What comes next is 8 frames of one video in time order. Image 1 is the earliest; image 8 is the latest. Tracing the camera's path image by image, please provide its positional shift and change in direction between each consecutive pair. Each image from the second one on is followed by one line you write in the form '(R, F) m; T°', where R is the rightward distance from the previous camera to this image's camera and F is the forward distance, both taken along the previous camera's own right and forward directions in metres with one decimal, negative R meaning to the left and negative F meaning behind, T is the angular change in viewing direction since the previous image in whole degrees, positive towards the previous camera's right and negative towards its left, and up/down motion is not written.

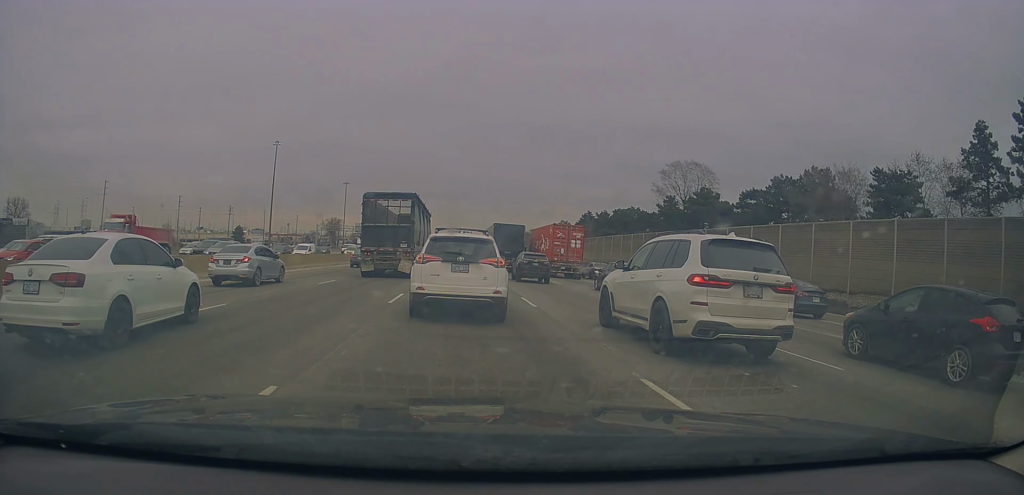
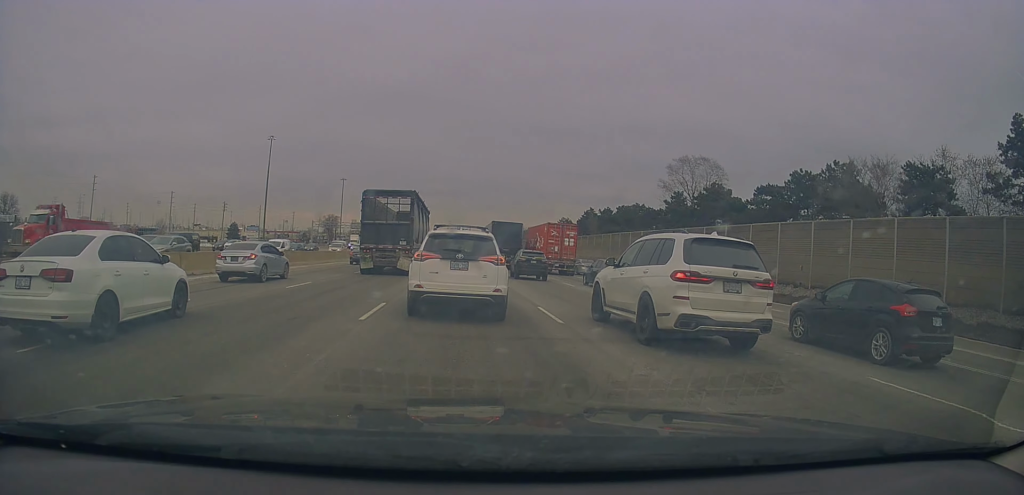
(+0.1, +3.6) m; 0°
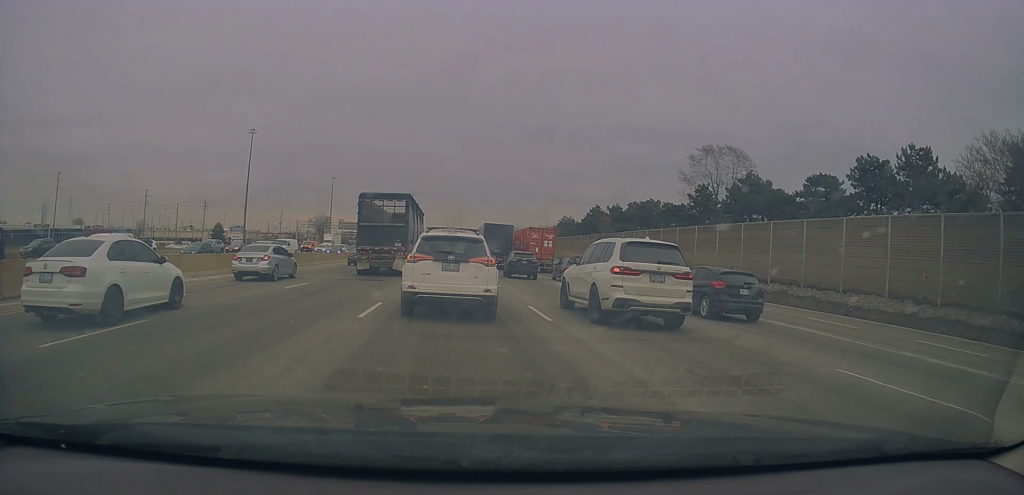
(-0.1, +11.4) m; 0°
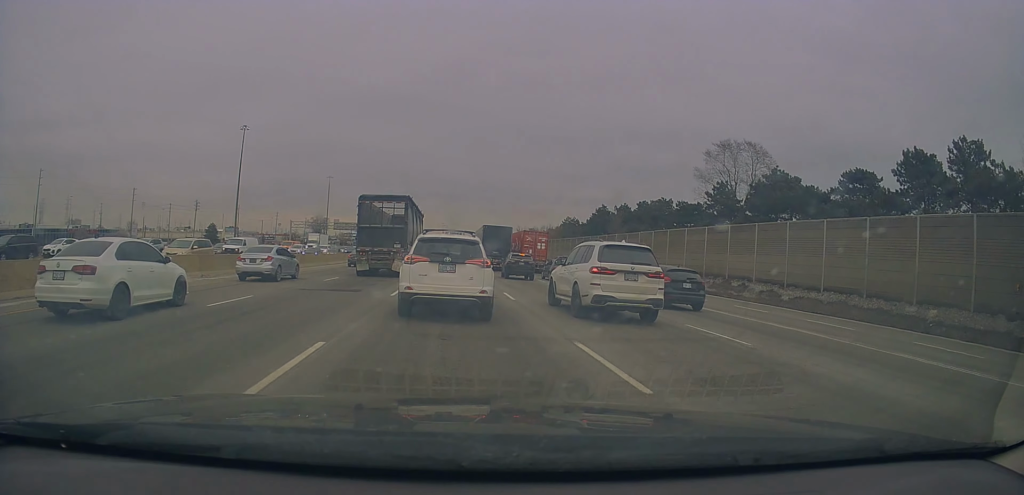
(+0.2, +6.3) m; 0°
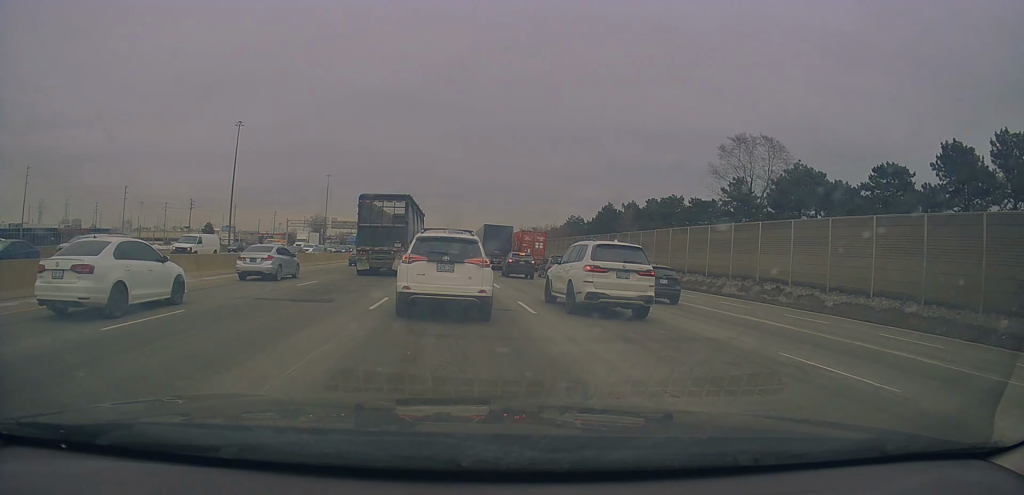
(0.0, +4.2) m; 0°
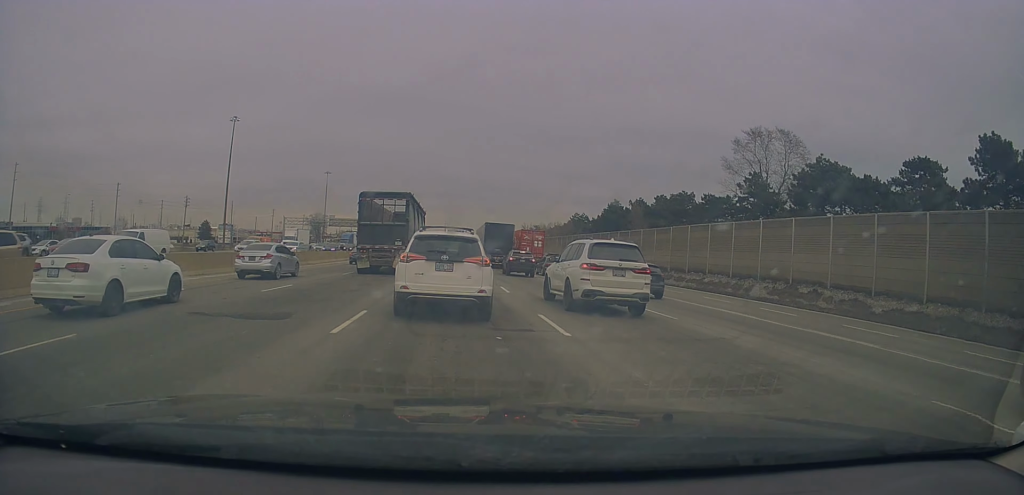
(-0.1, +3.7) m; 0°
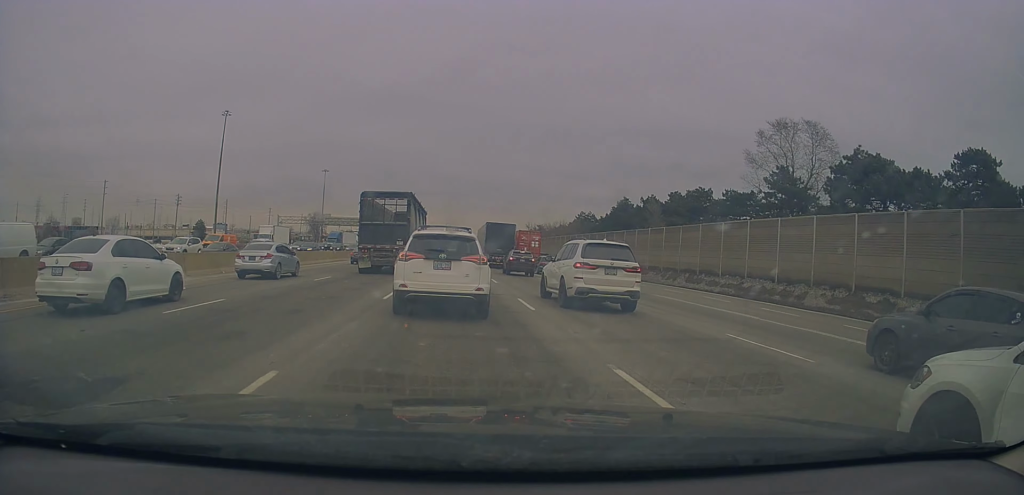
(0.0, +6.4) m; 0°
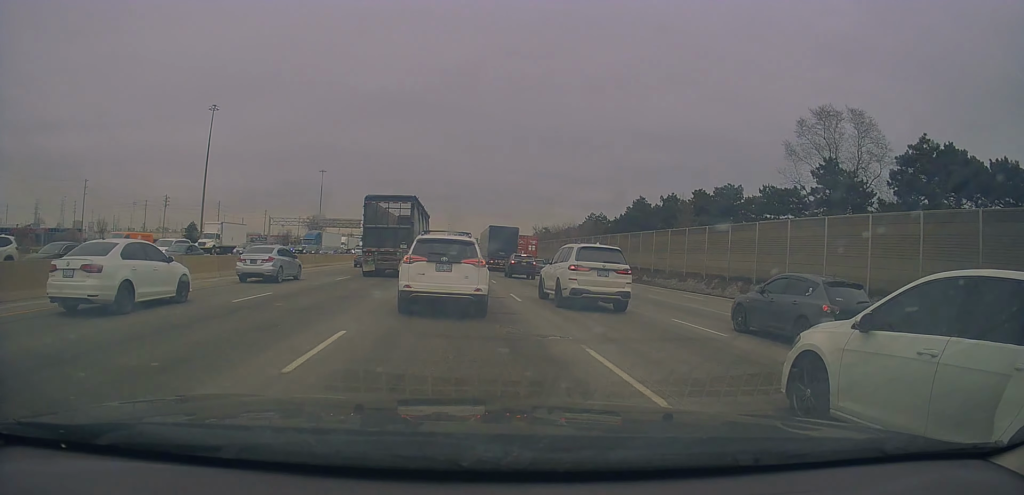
(+0.1, +9.2) m; 0°
